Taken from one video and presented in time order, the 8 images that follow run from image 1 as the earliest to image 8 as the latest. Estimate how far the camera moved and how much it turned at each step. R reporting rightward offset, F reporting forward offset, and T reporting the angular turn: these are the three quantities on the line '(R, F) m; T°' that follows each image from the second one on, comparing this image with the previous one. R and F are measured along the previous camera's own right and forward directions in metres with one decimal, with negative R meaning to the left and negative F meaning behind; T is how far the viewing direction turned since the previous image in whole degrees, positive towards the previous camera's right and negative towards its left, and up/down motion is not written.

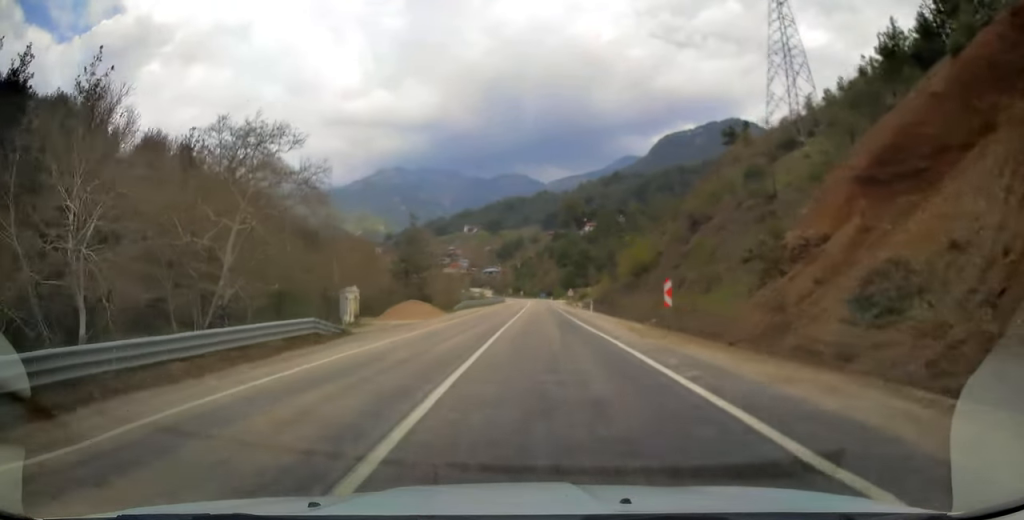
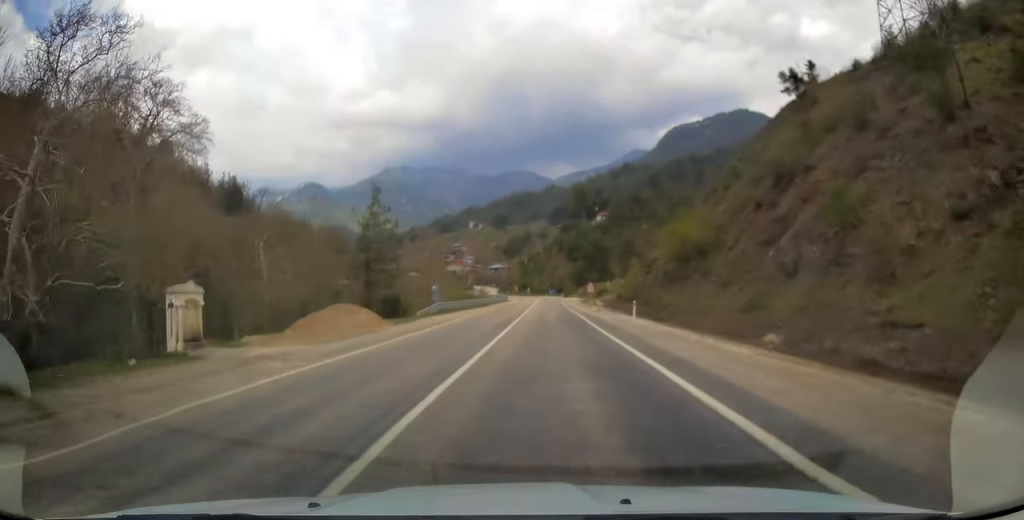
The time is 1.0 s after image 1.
(-0.3, +21.5) m; -1°
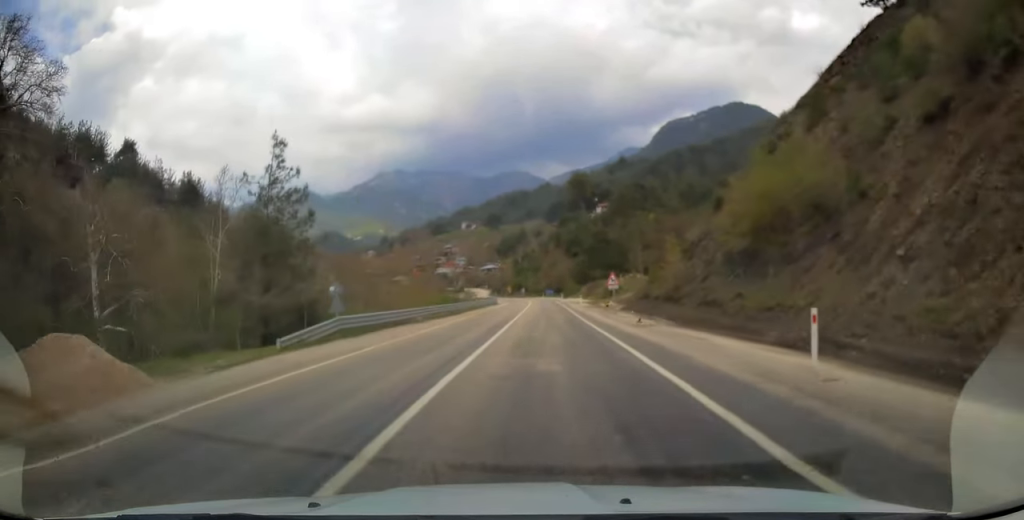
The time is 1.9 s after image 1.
(0.0, +22.1) m; 0°
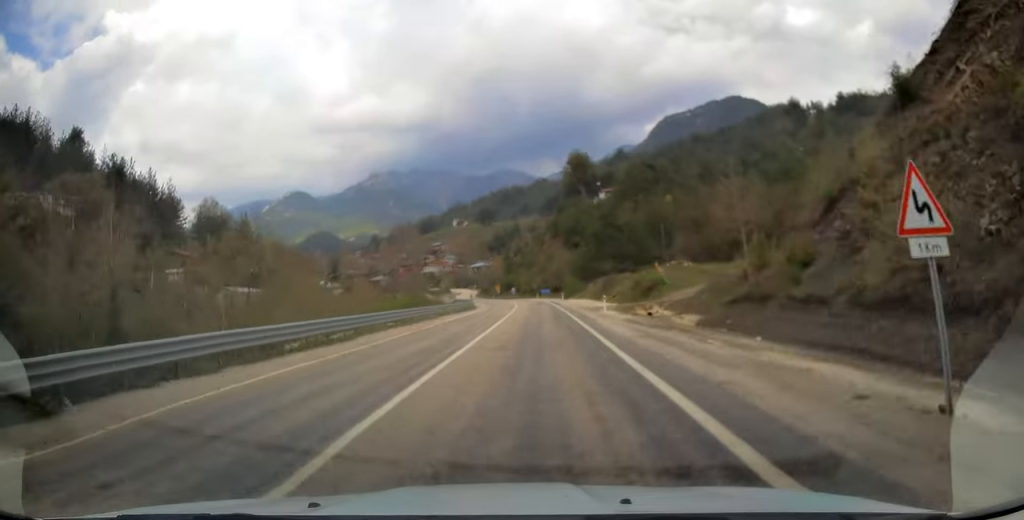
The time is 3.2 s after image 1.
(0.0, +30.2) m; 0°
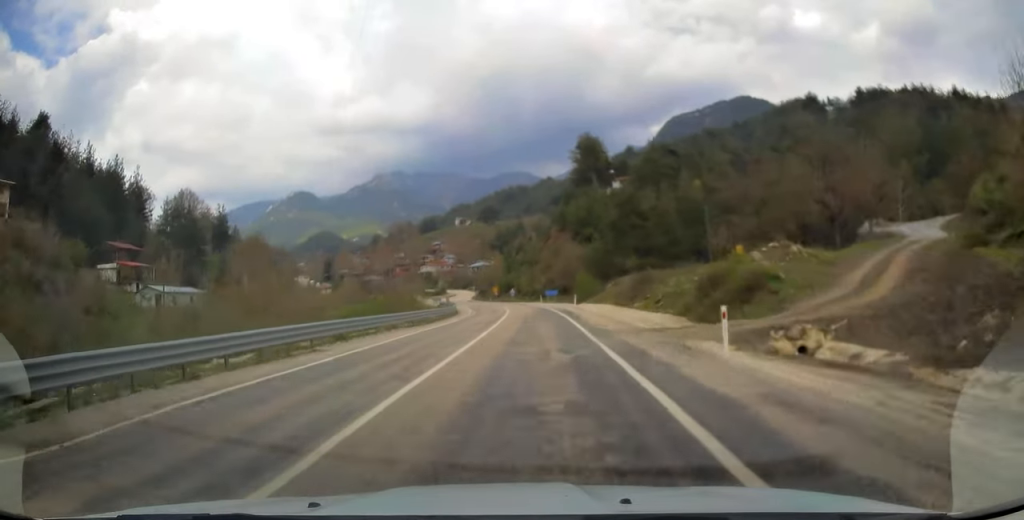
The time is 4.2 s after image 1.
(0.0, +22.3) m; -1°
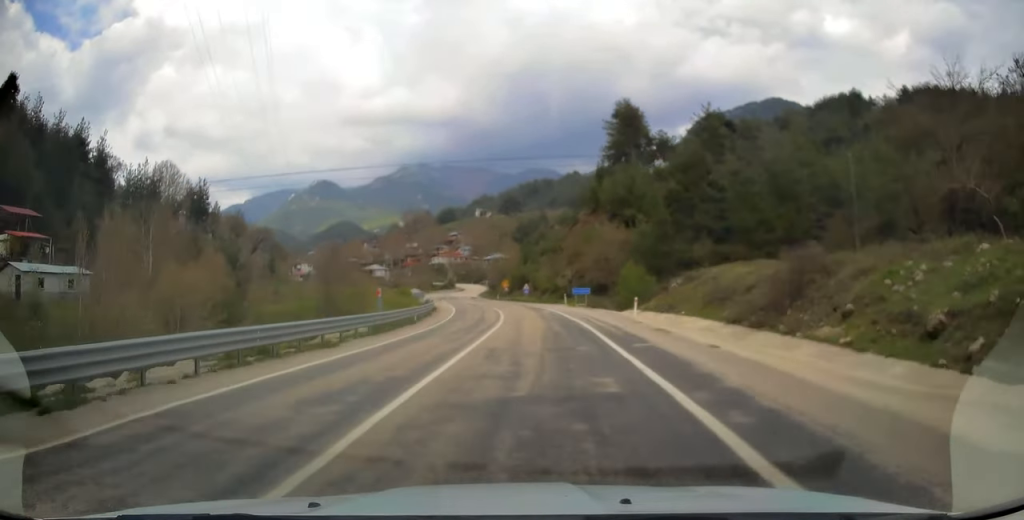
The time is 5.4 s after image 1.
(-0.7, +28.0) m; -3°
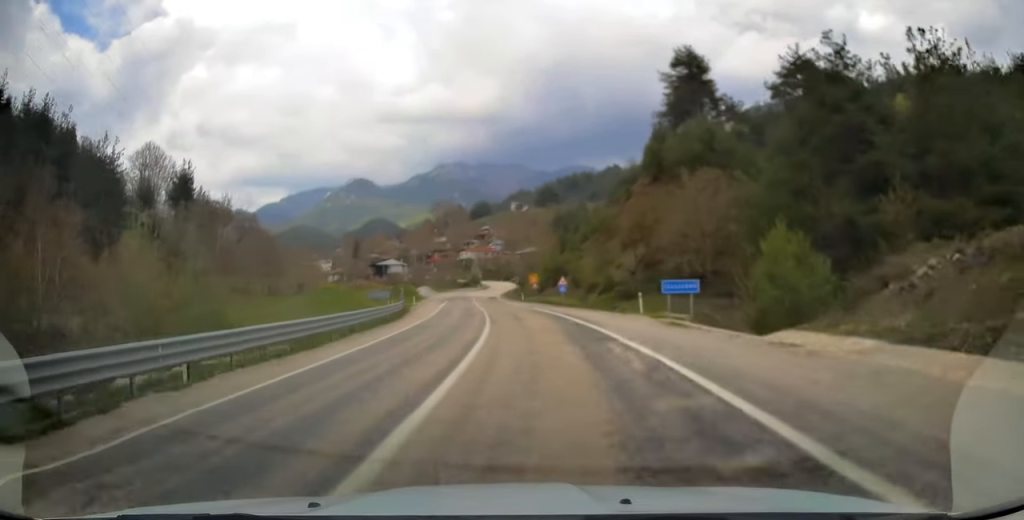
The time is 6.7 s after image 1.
(-1.0, +29.0) m; -3°
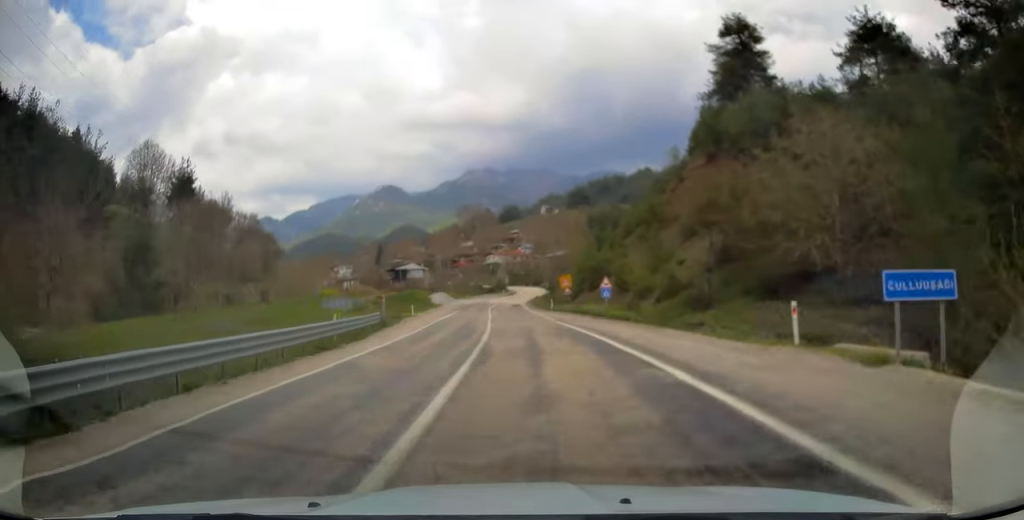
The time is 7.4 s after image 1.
(0.0, +14.8) m; -2°
